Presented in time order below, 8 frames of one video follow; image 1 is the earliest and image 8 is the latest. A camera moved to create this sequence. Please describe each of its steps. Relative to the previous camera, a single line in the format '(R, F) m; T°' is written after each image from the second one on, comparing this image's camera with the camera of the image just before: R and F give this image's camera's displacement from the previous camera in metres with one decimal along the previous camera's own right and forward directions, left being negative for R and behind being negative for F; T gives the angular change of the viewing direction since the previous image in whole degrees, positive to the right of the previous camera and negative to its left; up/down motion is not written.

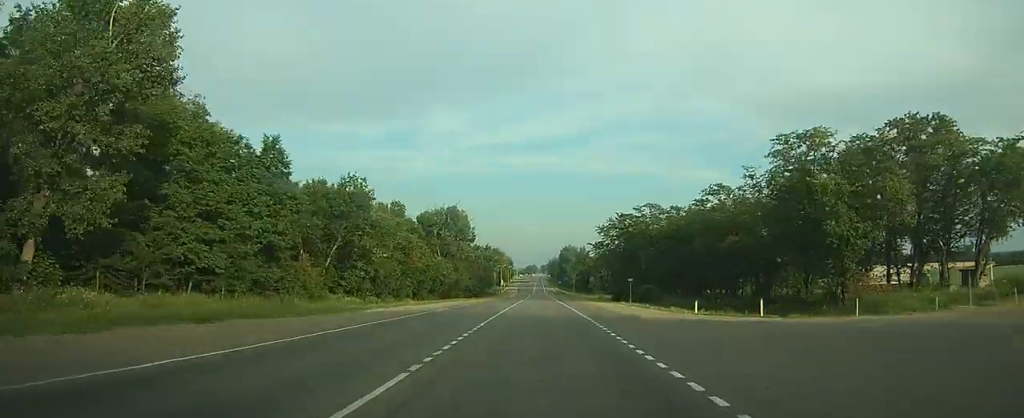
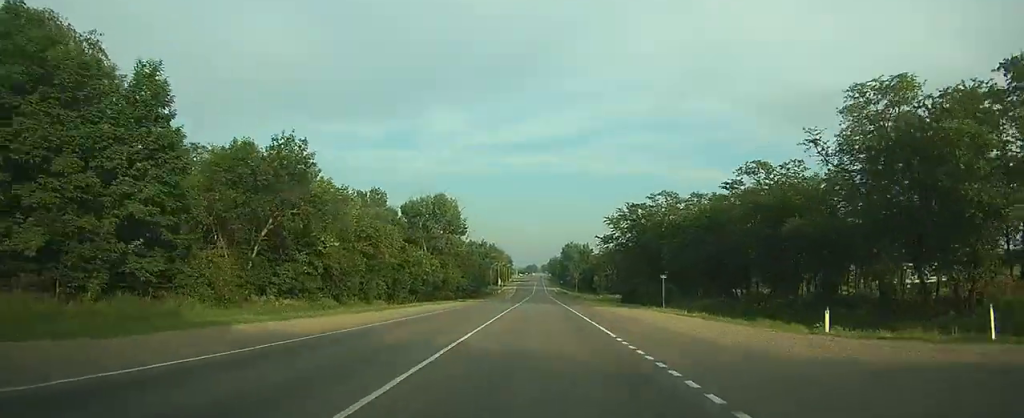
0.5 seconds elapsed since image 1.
(0.0, +17.0) m; 0°
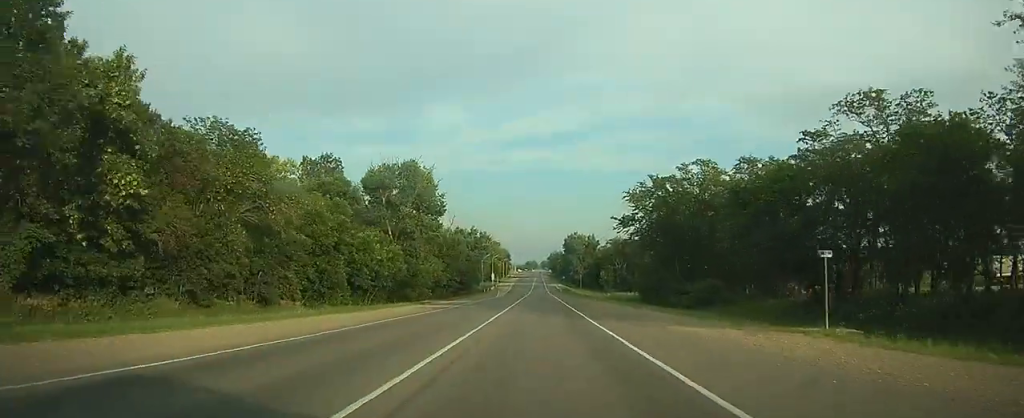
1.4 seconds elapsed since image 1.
(-0.1, +25.9) m; 0°
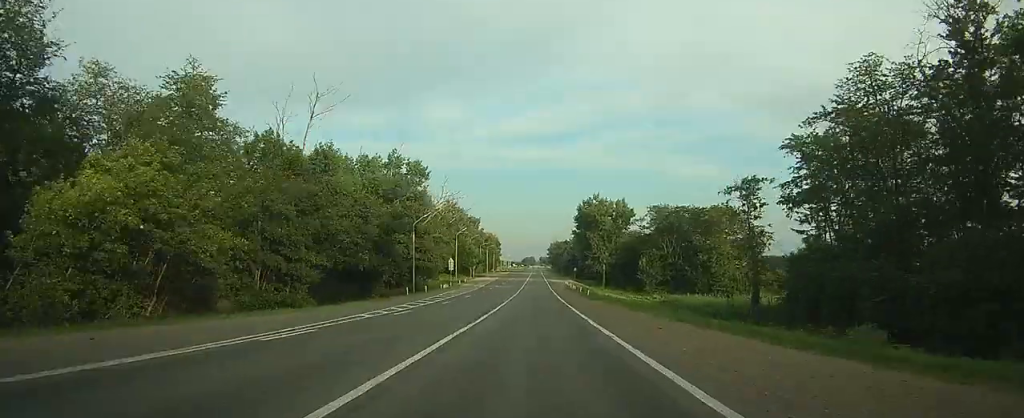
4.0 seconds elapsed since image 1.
(+0.2, +75.0) m; +1°
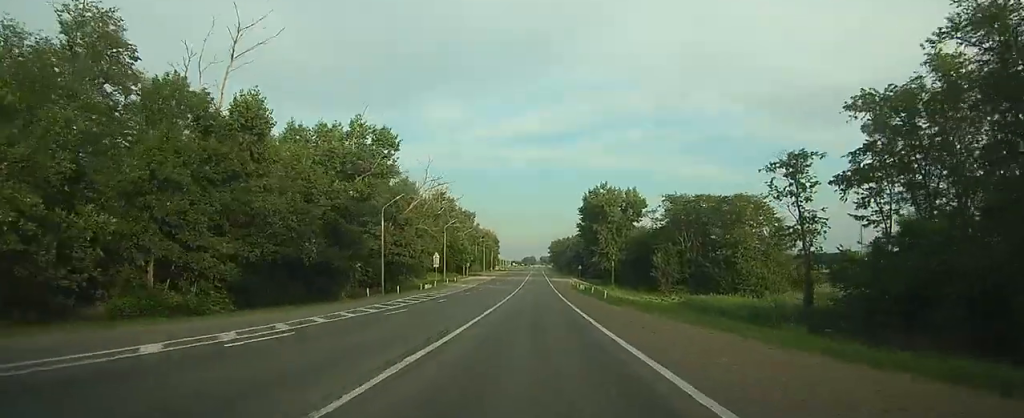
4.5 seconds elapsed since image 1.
(+0.1, +13.2) m; 0°
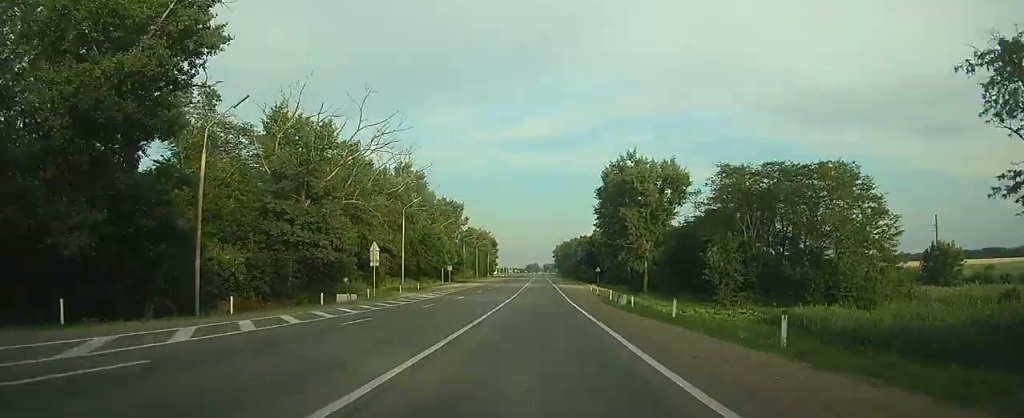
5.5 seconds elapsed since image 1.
(0.0, +29.5) m; 0°
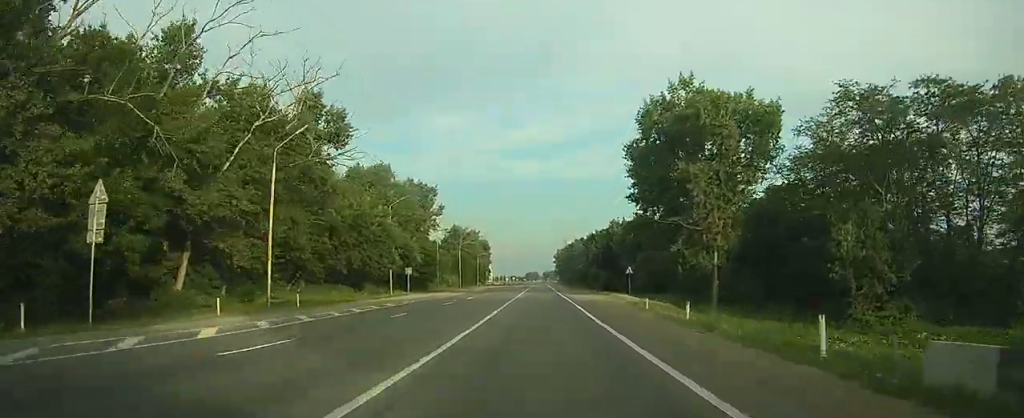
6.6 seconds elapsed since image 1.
(0.0, +30.7) m; 0°
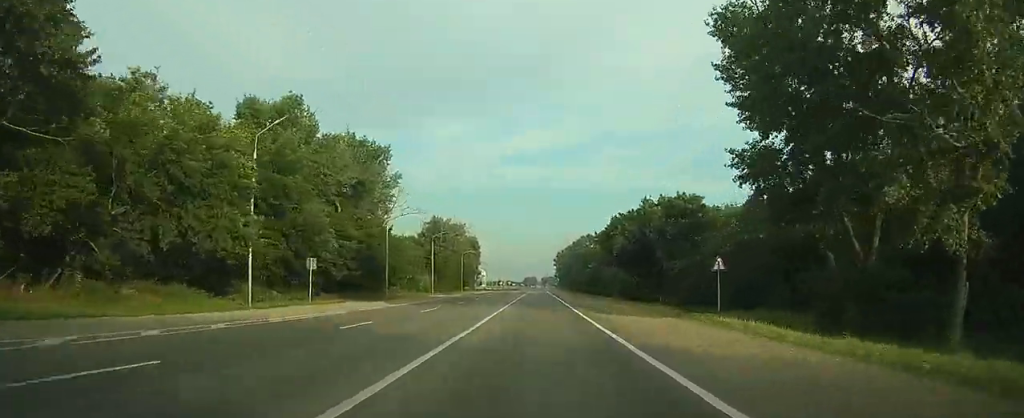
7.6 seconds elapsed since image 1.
(0.0, +29.0) m; 0°
